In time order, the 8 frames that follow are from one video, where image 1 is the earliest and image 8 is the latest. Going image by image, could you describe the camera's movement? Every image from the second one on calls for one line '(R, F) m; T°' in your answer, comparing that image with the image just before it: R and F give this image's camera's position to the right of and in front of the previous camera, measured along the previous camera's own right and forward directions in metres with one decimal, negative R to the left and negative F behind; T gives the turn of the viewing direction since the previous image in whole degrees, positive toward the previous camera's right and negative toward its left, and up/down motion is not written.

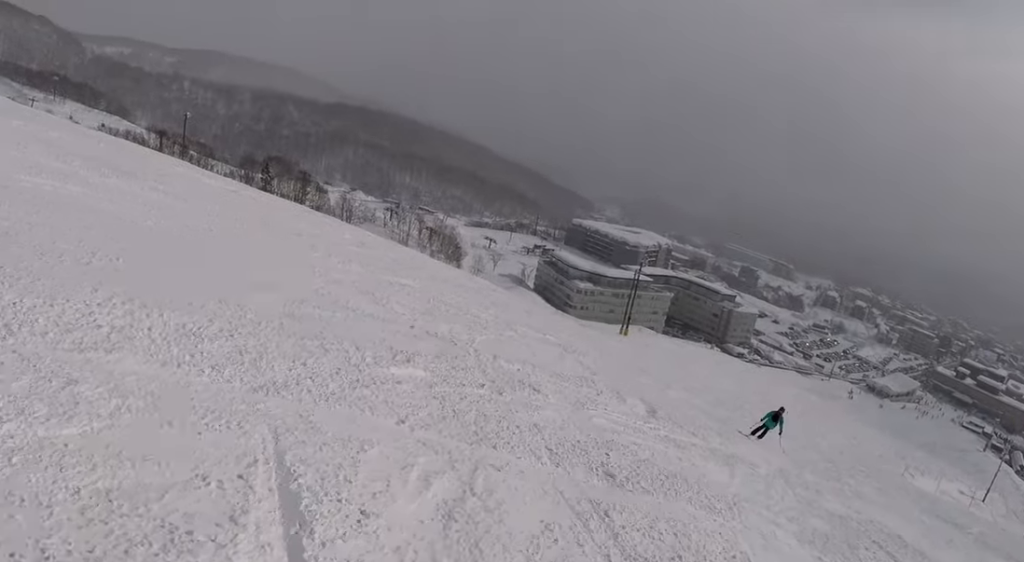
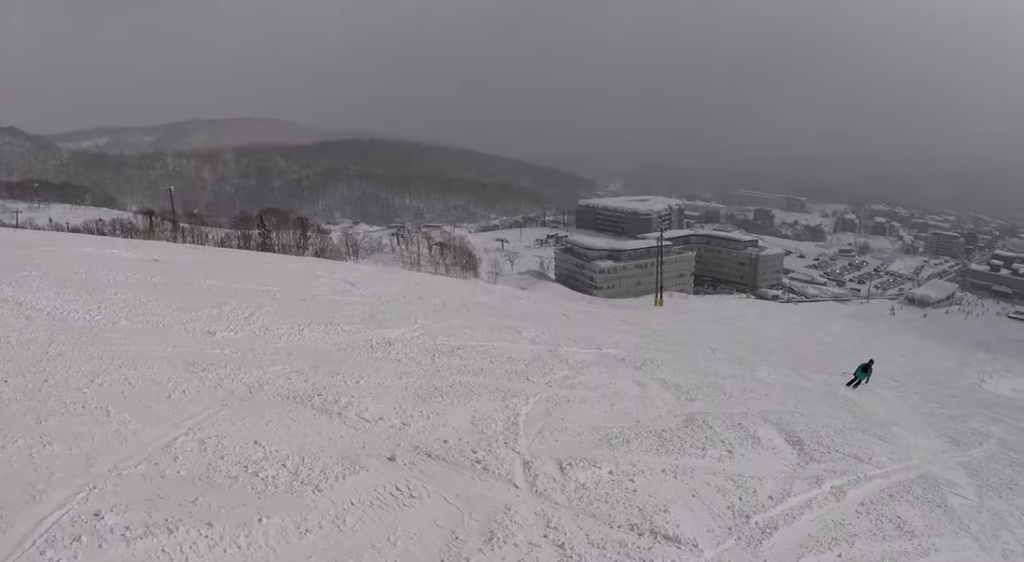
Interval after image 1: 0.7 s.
(-0.3, +5.1) m; +8°
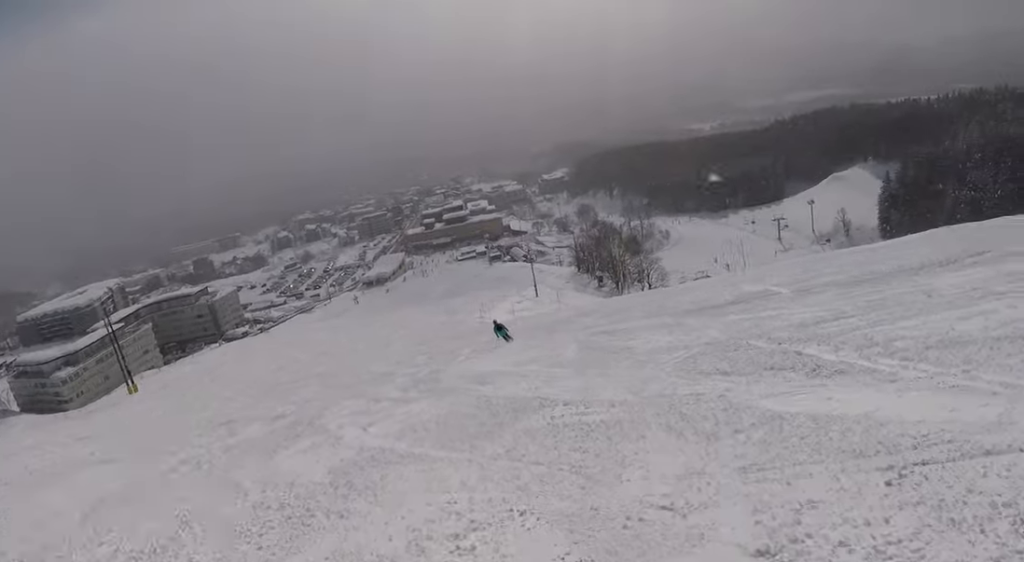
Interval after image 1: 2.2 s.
(+4.4, +9.5) m; +38°
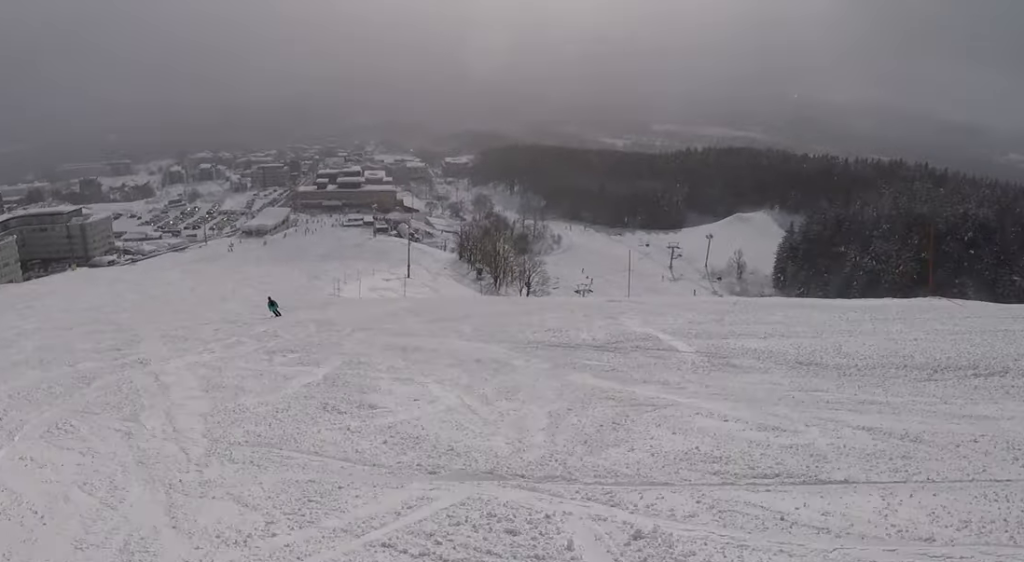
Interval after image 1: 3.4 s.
(+0.5, +9.0) m; -9°
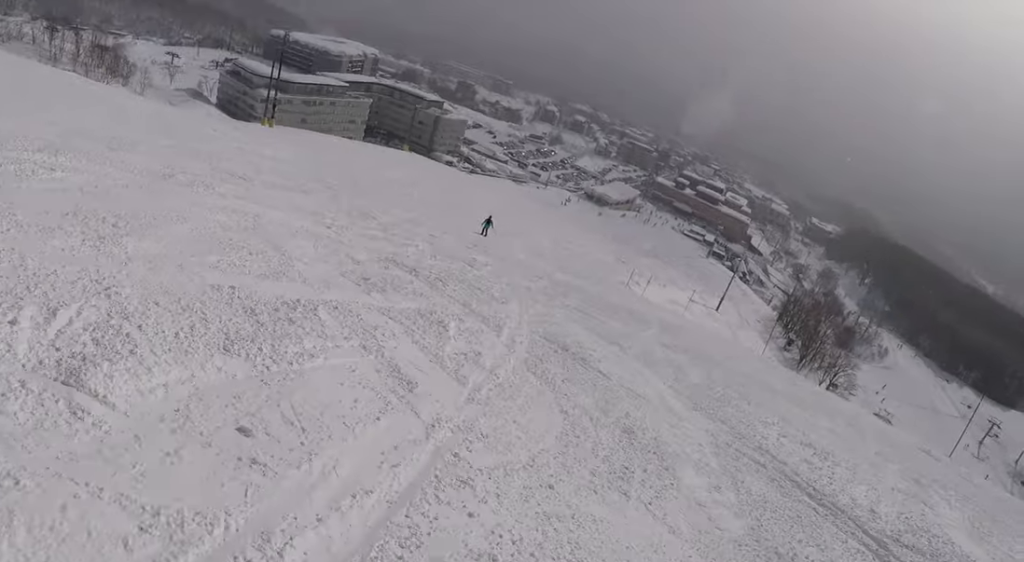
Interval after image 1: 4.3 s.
(-1.0, +6.8) m; -26°
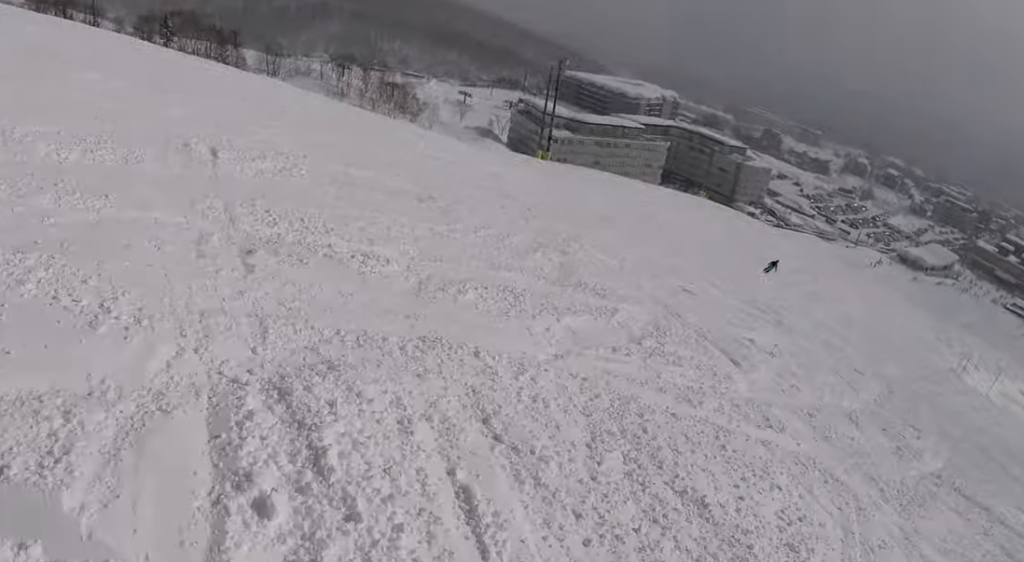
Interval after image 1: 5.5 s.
(-2.9, +7.8) m; -20°
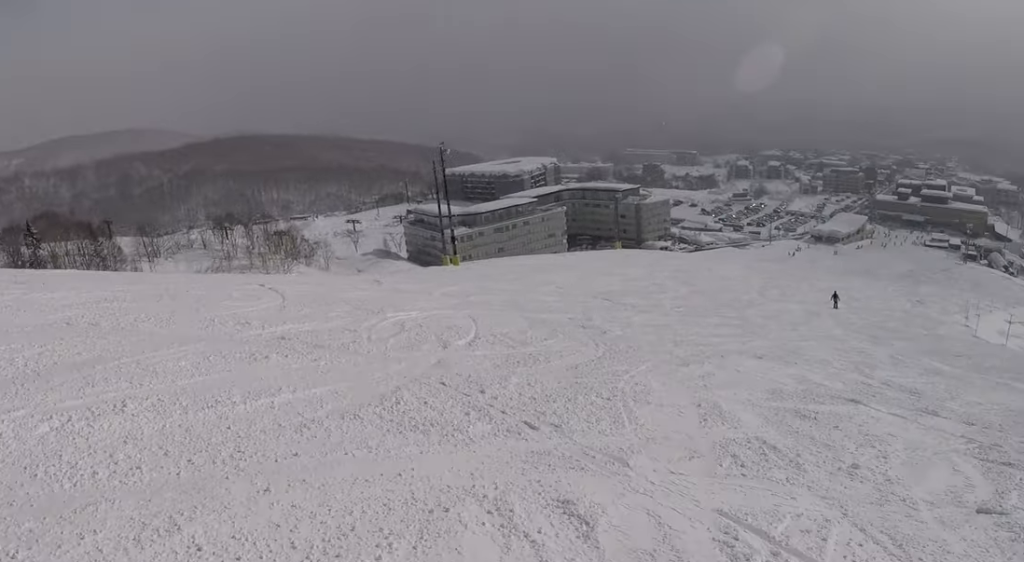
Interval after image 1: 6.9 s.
(+2.1, +10.9) m; +28°
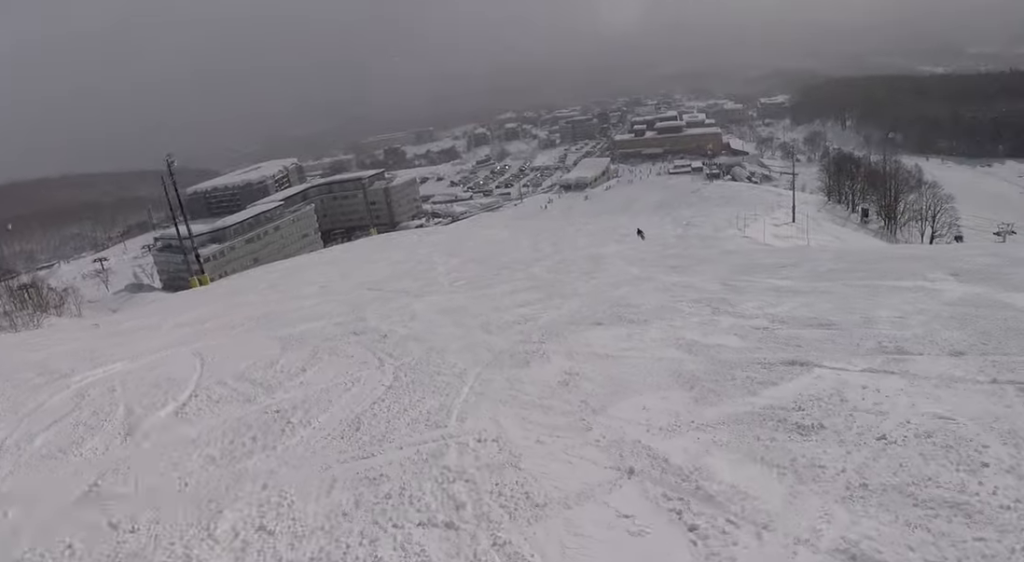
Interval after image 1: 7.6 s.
(+1.3, +5.9) m; +6°
